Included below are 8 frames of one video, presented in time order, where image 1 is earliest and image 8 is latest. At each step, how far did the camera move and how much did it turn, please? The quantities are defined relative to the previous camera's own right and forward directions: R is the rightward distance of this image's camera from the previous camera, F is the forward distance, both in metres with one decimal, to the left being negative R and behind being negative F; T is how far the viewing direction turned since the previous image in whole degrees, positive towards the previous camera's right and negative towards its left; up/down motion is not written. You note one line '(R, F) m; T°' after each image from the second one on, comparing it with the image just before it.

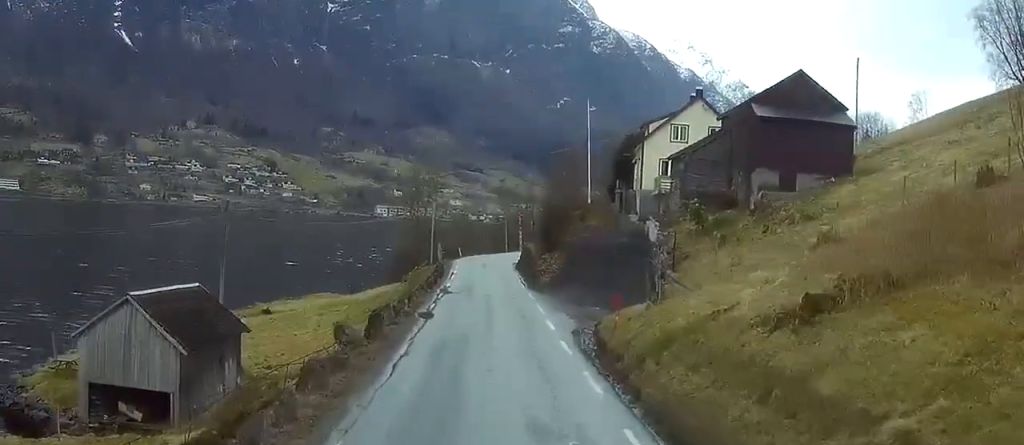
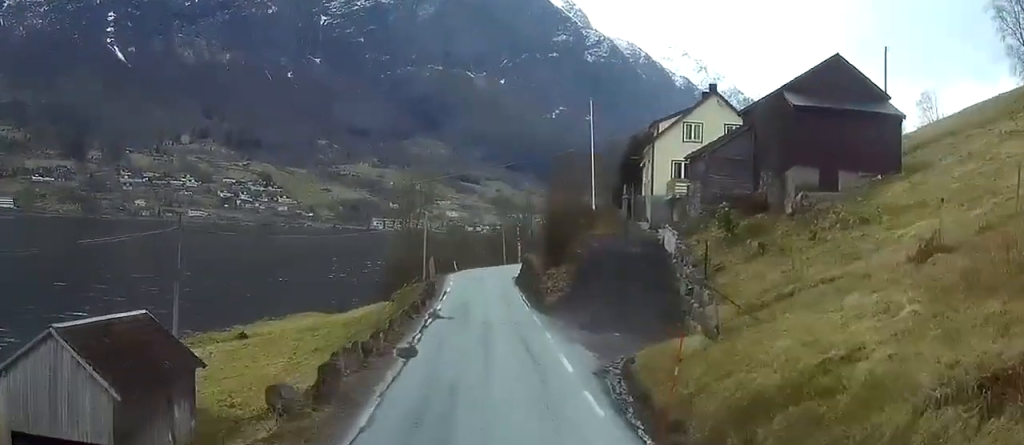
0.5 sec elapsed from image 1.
(0.0, +6.9) m; 0°
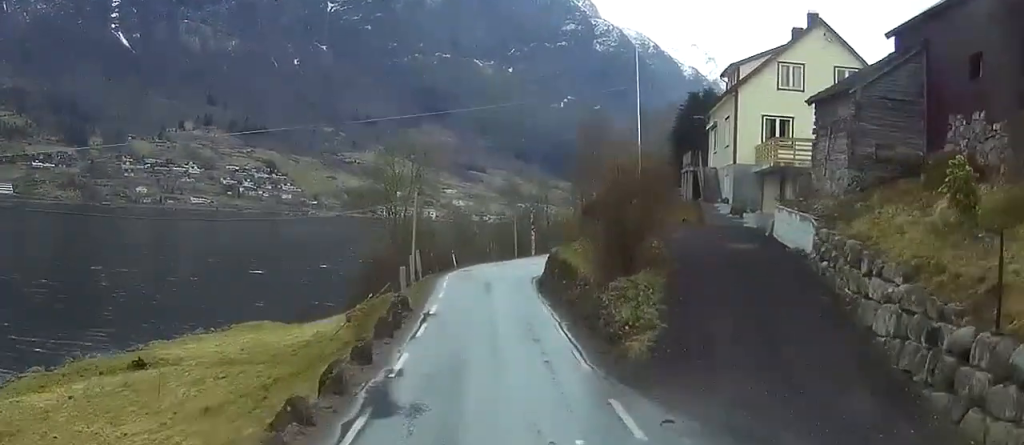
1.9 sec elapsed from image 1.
(0.0, +20.7) m; -1°
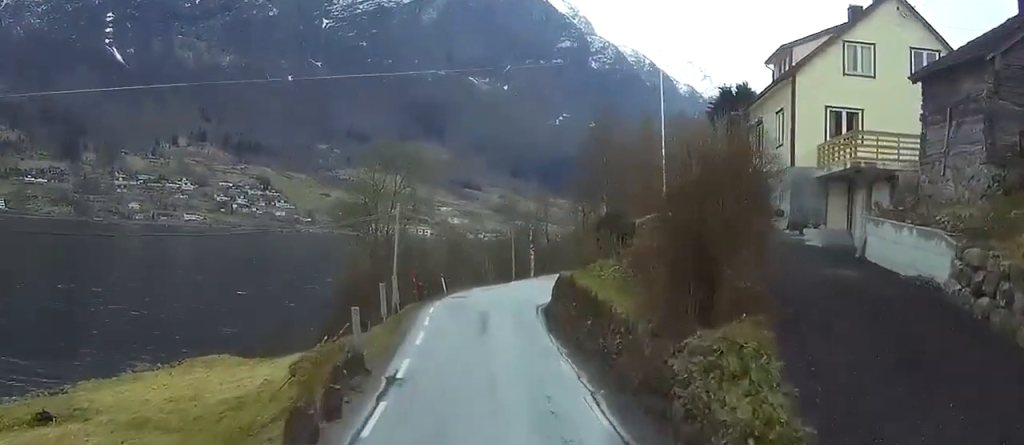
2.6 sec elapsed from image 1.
(-0.1, +9.1) m; 0°
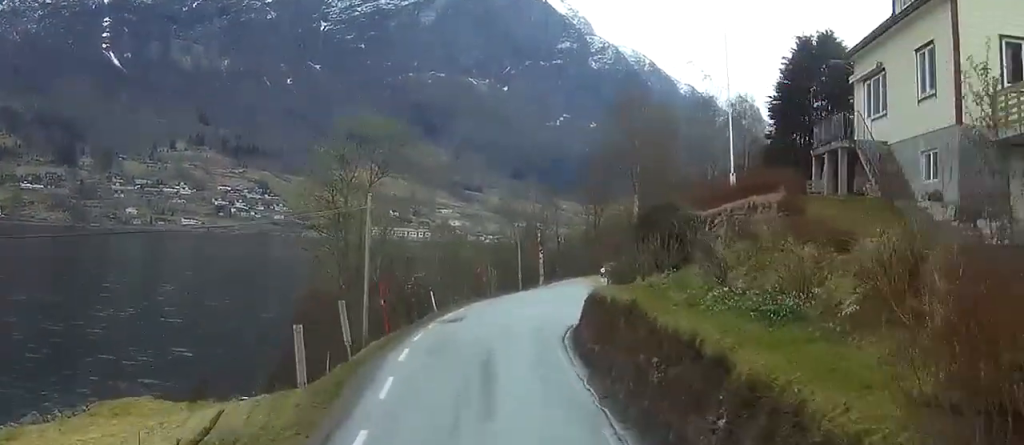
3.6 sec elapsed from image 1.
(0.0, +13.1) m; 0°
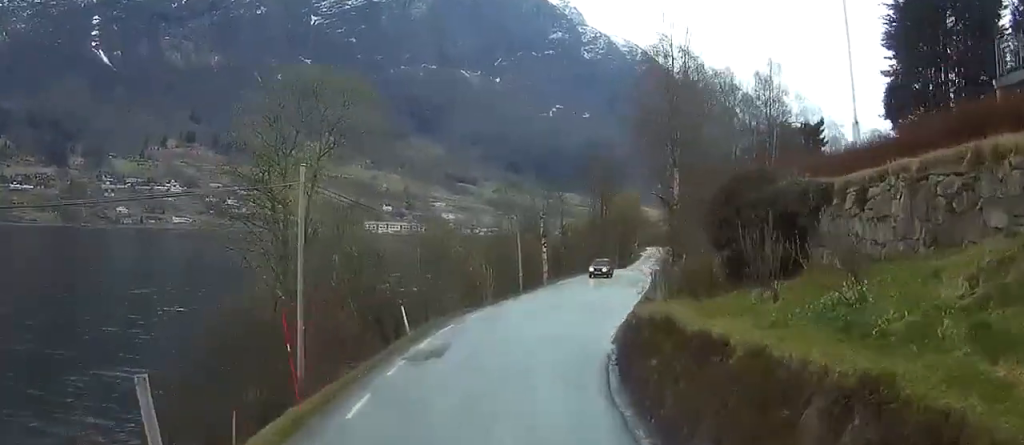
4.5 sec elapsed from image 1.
(0.0, +12.7) m; -4°
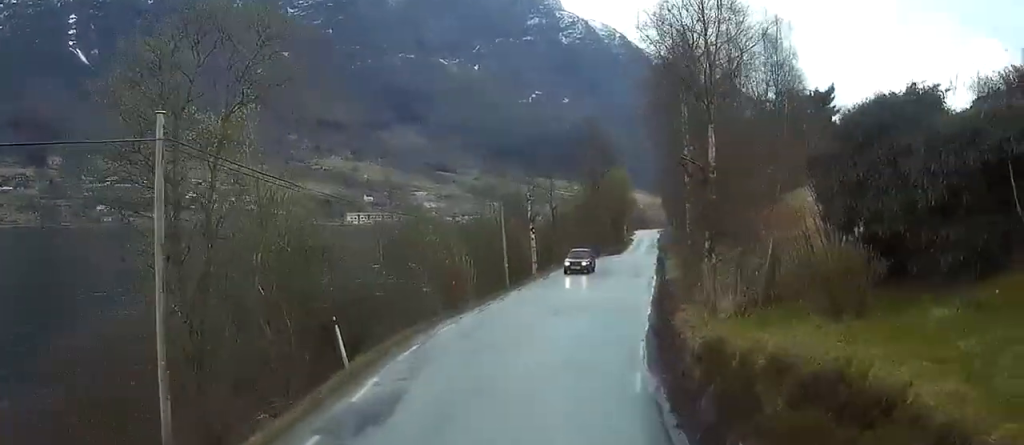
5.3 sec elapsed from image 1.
(-0.4, +9.6) m; +1°
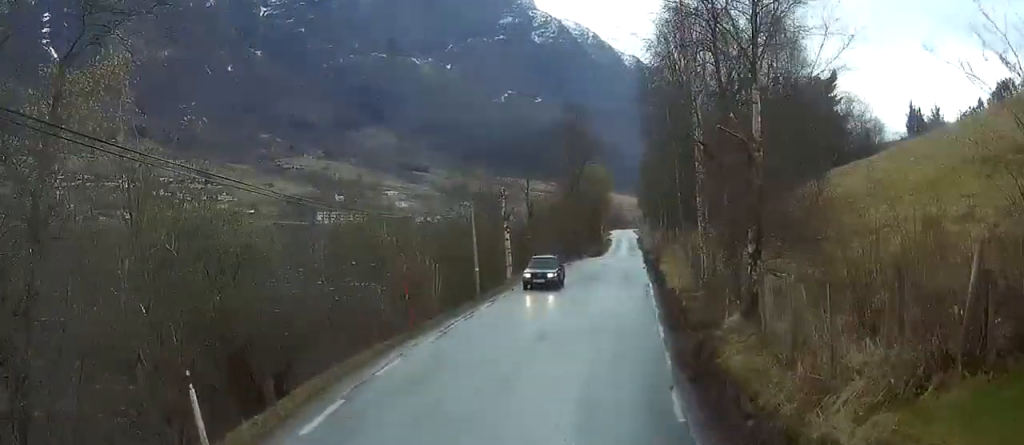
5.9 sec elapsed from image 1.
(-0.9, +7.9) m; +5°
